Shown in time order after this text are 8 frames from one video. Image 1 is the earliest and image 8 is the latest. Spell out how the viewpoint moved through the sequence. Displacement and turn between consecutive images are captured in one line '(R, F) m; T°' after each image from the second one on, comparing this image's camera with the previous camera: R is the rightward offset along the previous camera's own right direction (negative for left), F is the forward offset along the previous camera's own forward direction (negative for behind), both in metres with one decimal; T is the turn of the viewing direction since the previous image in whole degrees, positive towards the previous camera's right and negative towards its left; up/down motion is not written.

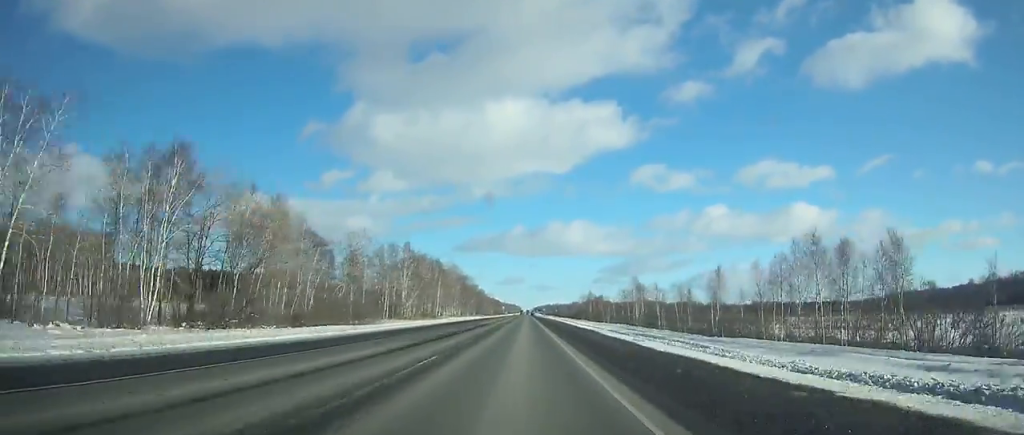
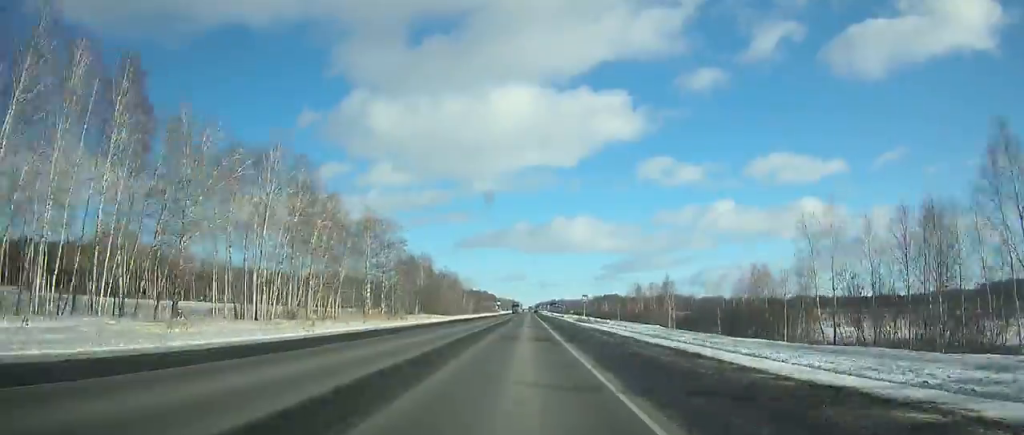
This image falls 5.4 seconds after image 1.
(+0.1, +168.3) m; 0°
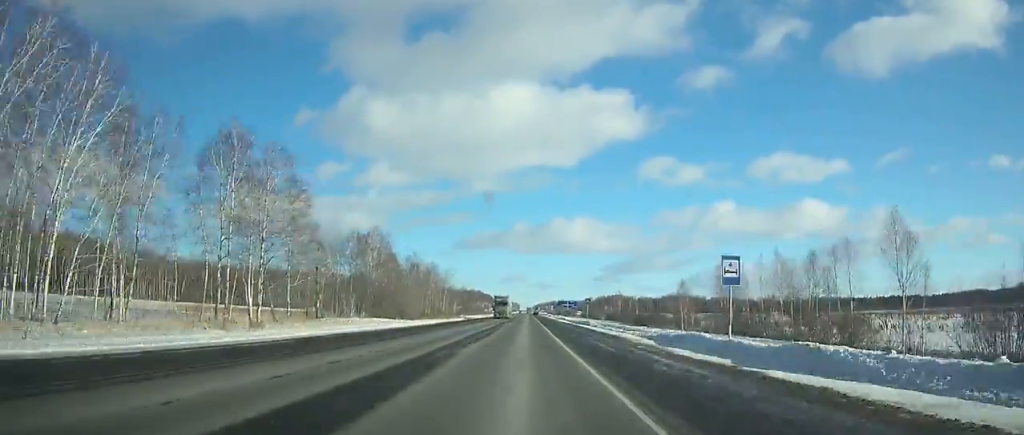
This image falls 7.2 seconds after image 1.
(+0.1, +54.6) m; 0°
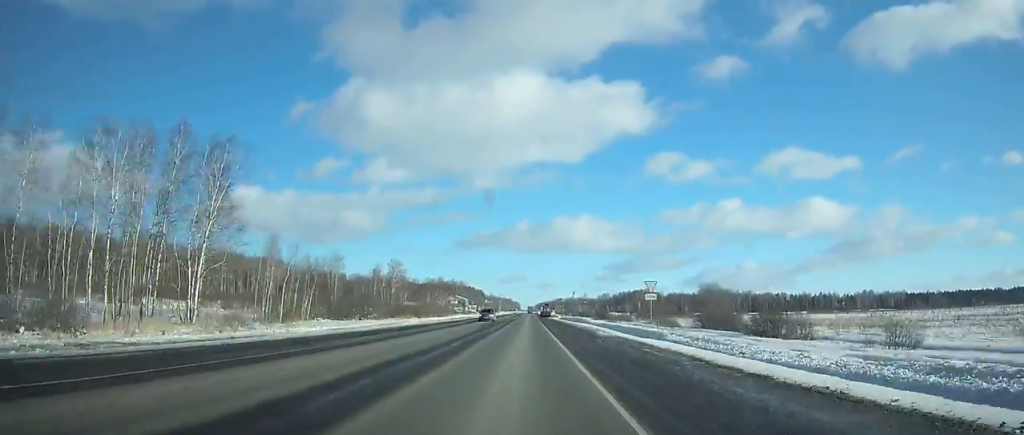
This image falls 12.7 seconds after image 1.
(+0.2, +145.6) m; 0°
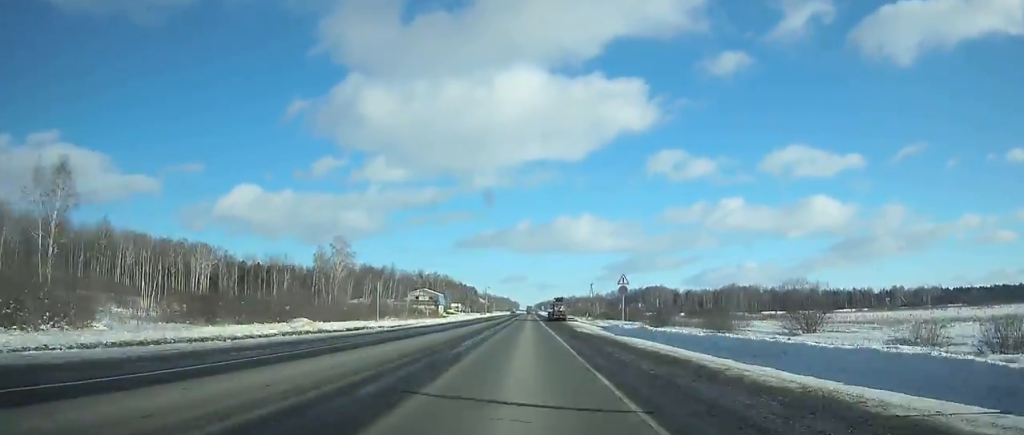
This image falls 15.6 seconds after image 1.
(+0.1, +65.9) m; 0°
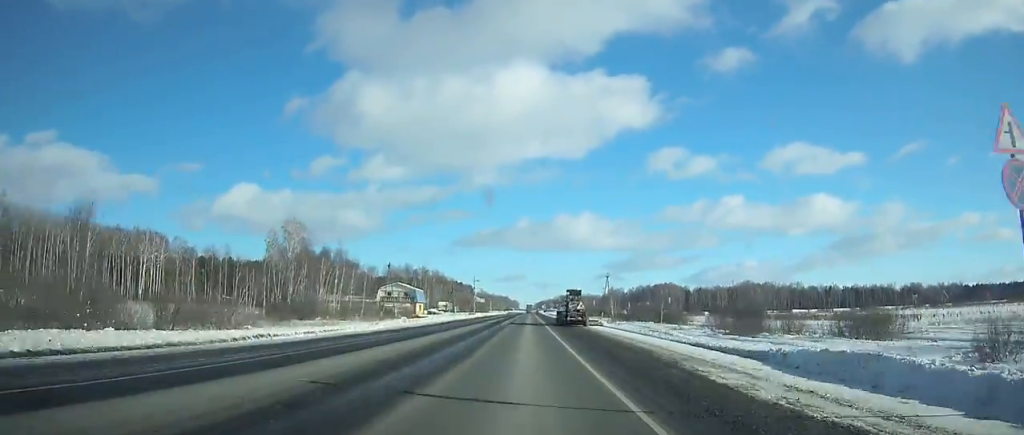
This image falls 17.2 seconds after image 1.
(0.0, +34.6) m; 0°
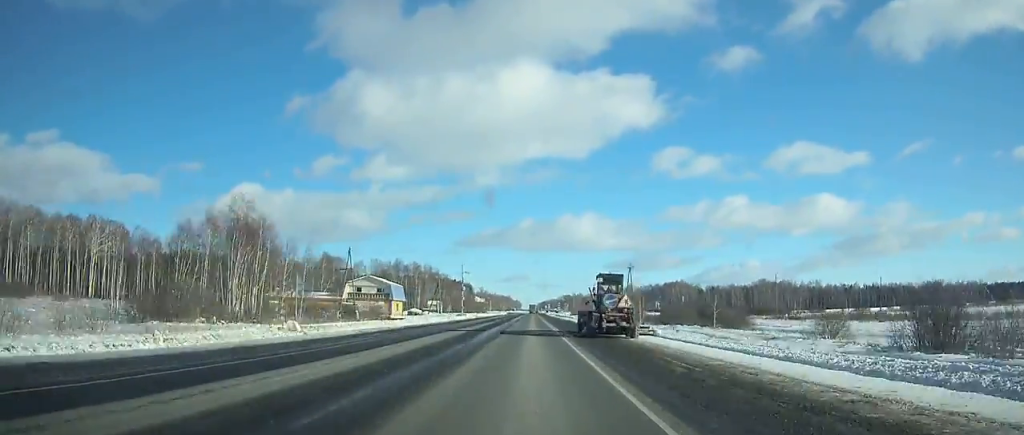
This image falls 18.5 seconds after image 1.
(0.0, +27.6) m; 0°
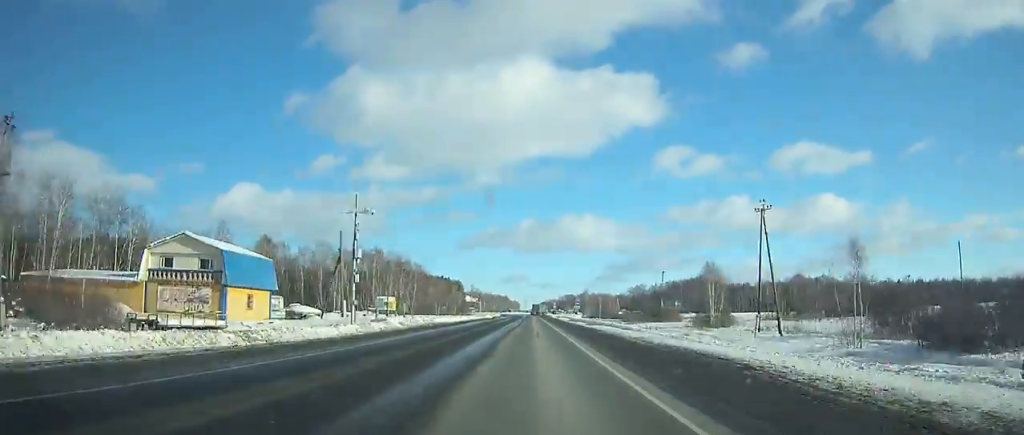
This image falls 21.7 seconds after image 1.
(-0.3, +64.4) m; 0°
